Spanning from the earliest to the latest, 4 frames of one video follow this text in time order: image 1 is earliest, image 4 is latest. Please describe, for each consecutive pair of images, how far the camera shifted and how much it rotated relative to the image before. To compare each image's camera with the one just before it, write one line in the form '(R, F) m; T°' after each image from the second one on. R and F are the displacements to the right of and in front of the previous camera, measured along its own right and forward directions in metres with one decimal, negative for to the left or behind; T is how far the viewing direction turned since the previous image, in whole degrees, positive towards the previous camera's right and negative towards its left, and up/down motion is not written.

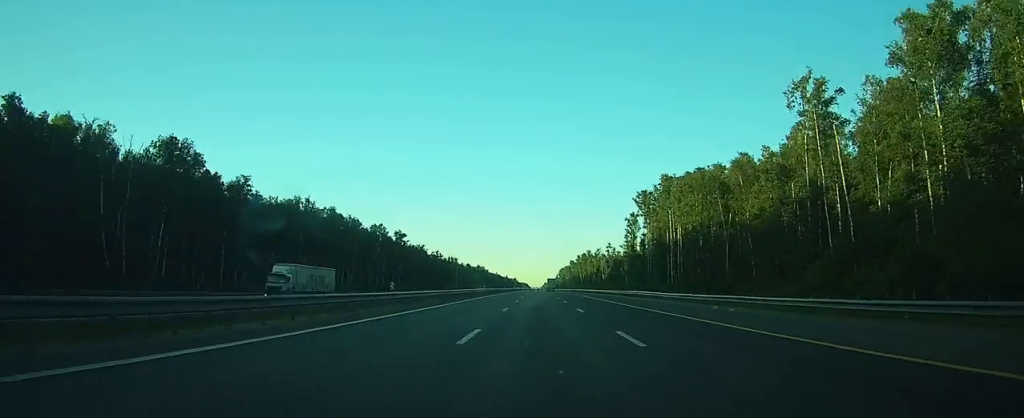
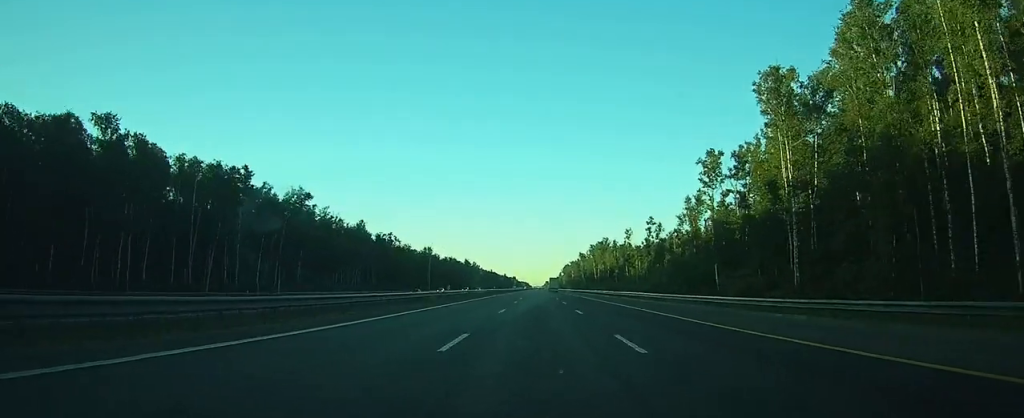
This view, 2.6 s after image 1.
(+0.2, +80.6) m; 0°
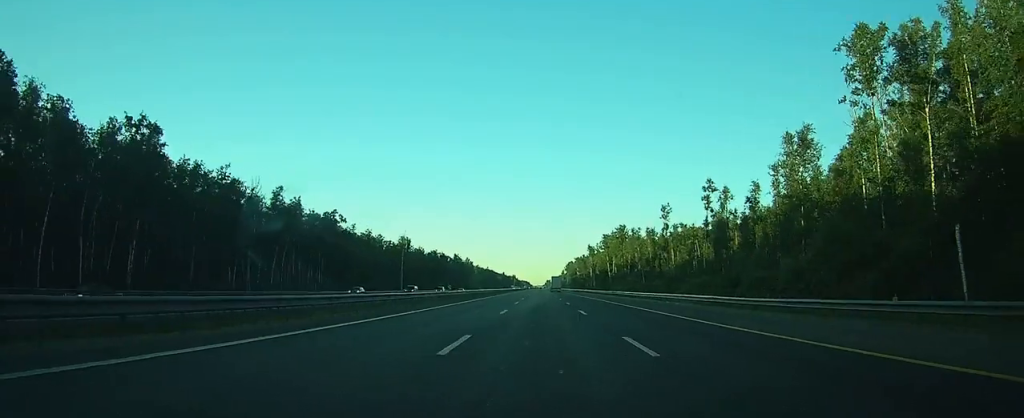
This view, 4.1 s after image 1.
(-0.1, +48.3) m; 0°
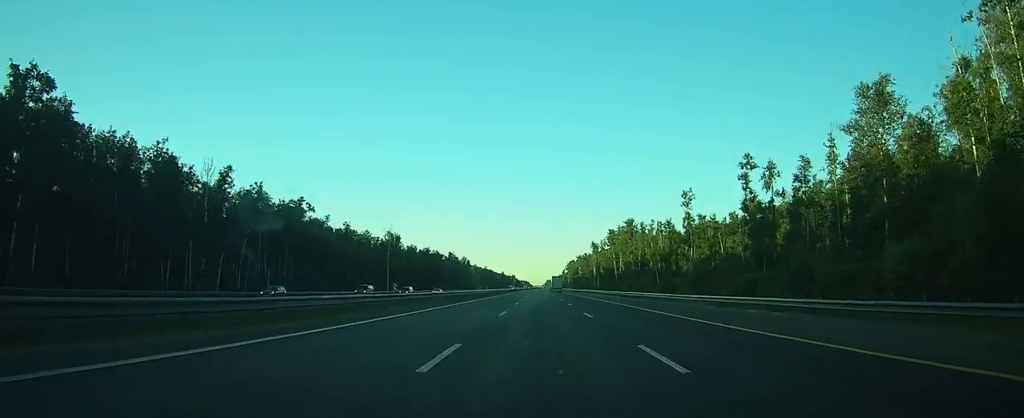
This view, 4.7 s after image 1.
(0.0, +17.9) m; 0°
